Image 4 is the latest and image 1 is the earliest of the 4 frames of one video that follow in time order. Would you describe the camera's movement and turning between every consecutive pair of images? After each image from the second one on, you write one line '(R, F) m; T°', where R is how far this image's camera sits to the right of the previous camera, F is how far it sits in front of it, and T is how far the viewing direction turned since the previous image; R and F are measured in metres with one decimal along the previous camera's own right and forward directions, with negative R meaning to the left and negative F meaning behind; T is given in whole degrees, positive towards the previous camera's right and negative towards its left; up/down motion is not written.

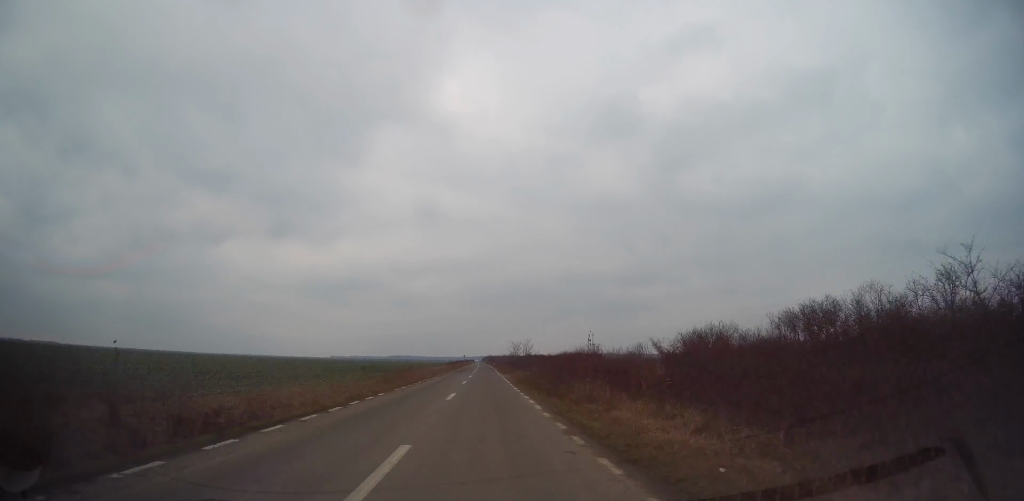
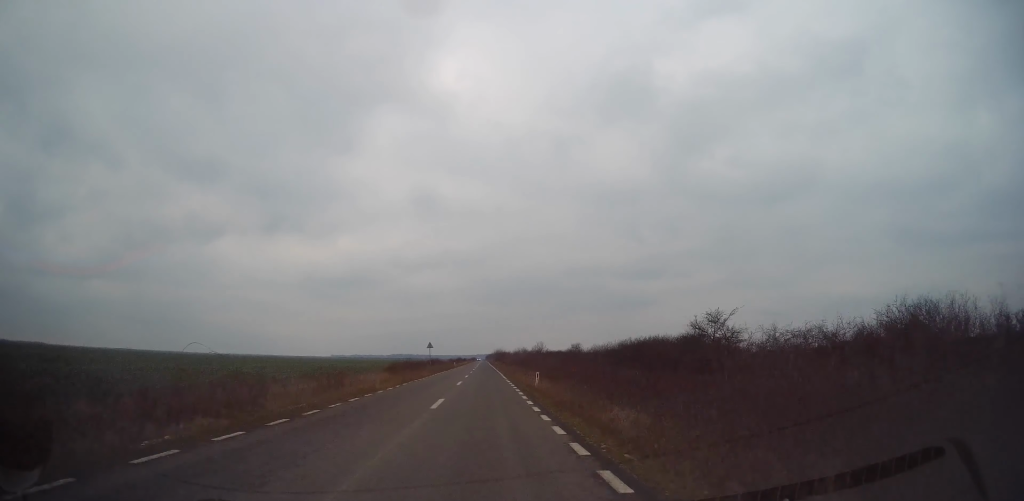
(+0.8, +96.1) m; 0°
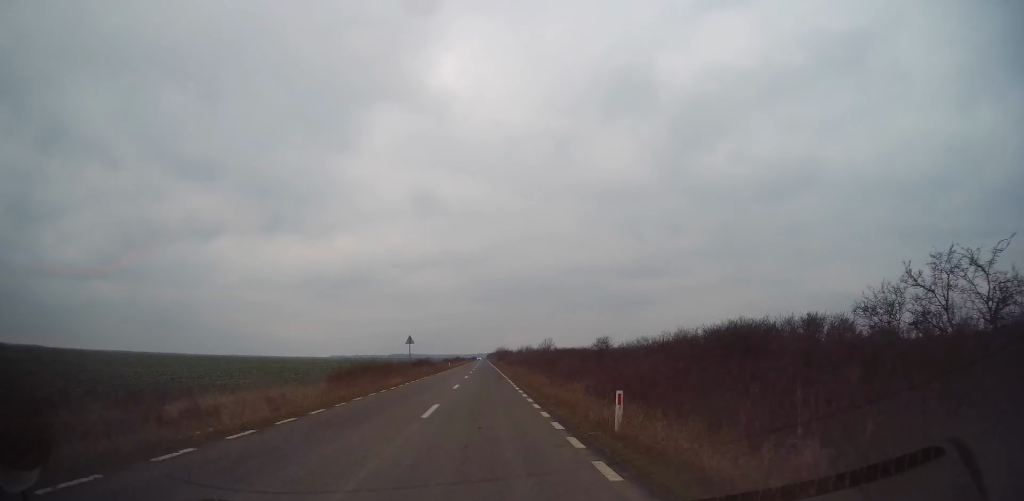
(+0.2, +13.7) m; 0°
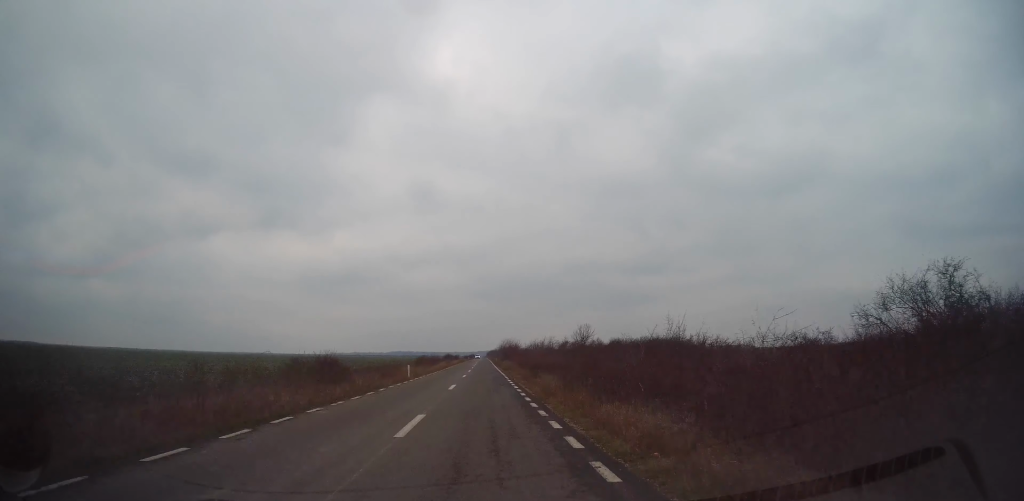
(-0.5, +36.3) m; 0°
